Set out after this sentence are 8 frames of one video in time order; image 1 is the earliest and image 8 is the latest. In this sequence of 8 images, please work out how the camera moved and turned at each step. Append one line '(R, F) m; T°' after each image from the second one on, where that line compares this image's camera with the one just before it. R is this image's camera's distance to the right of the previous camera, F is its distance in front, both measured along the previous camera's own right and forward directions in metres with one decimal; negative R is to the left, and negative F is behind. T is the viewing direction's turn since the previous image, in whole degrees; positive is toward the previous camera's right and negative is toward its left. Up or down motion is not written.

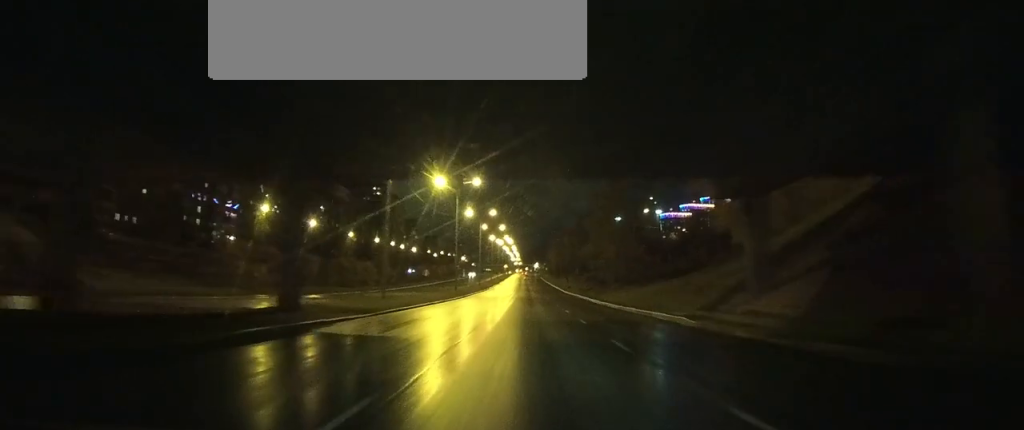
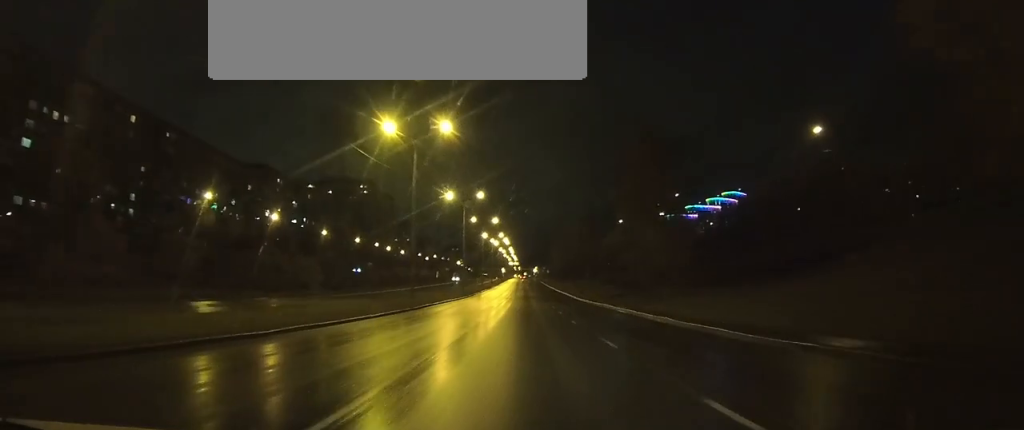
(+0.5, +30.4) m; +1°
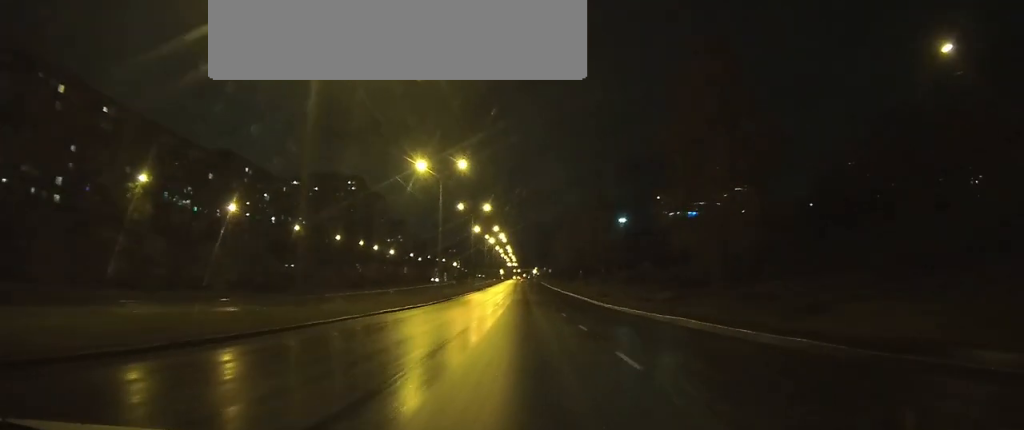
(+0.1, +23.3) m; 0°
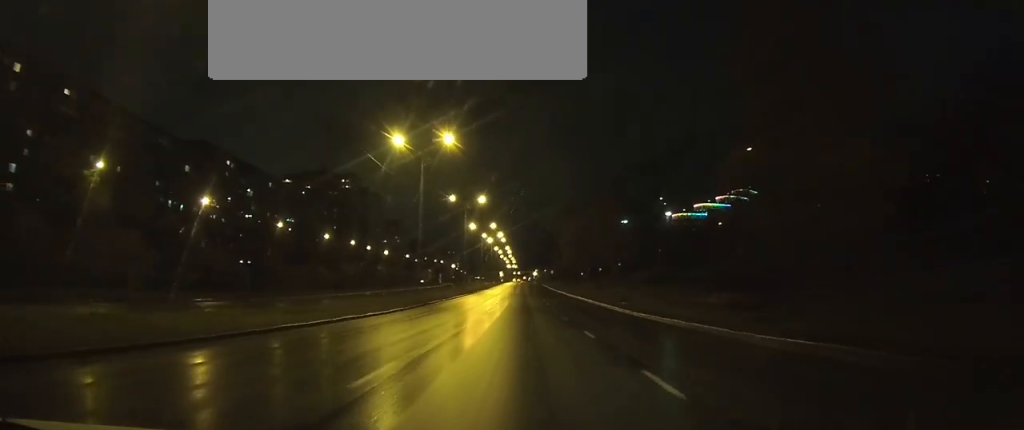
(0.0, +11.7) m; 0°
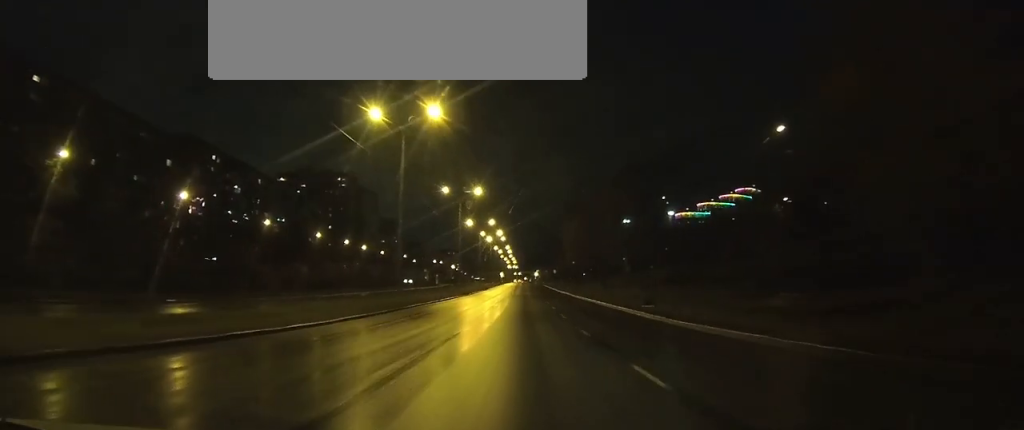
(0.0, +8.2) m; 0°
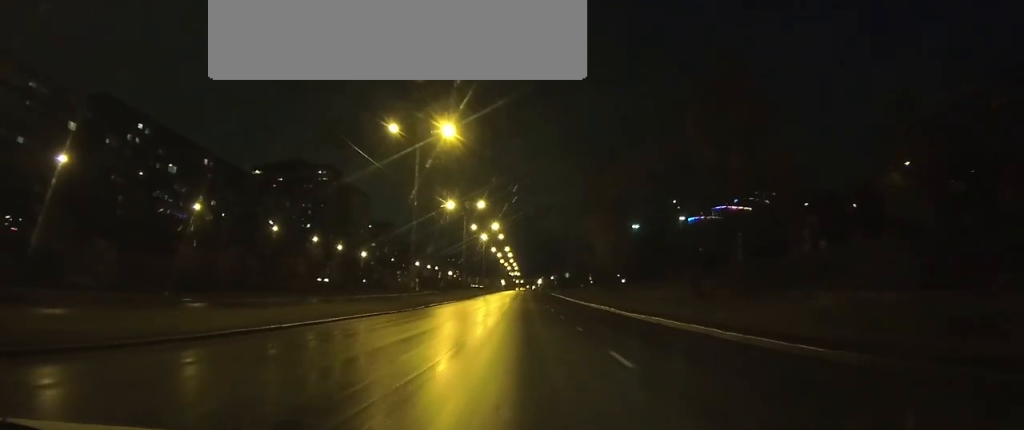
(0.0, +31.6) m; 0°
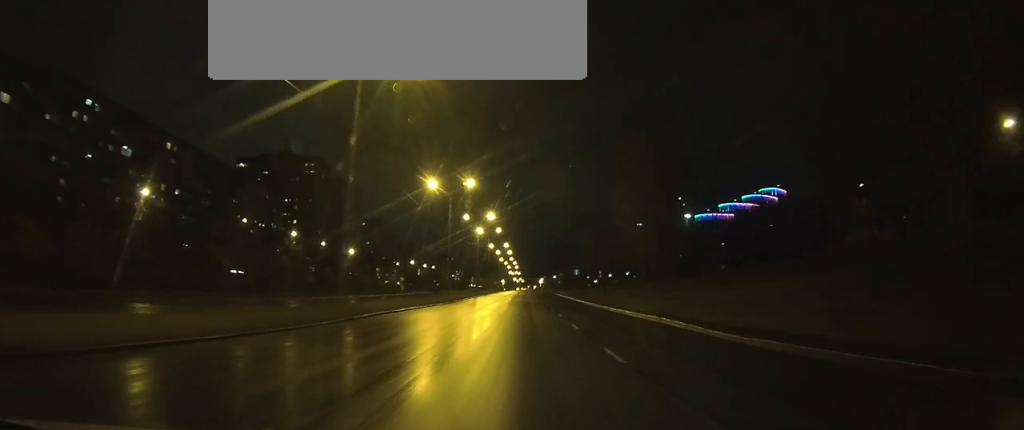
(0.0, +14.9) m; 0°
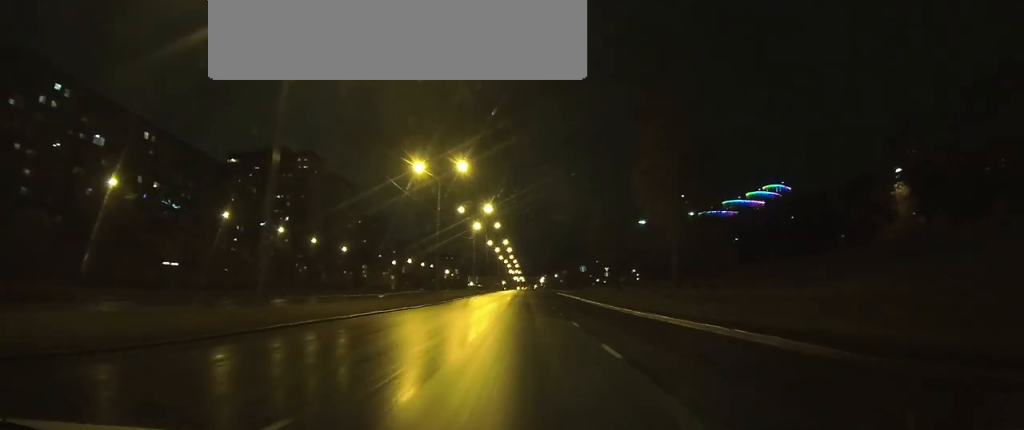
(0.0, +7.5) m; 0°
